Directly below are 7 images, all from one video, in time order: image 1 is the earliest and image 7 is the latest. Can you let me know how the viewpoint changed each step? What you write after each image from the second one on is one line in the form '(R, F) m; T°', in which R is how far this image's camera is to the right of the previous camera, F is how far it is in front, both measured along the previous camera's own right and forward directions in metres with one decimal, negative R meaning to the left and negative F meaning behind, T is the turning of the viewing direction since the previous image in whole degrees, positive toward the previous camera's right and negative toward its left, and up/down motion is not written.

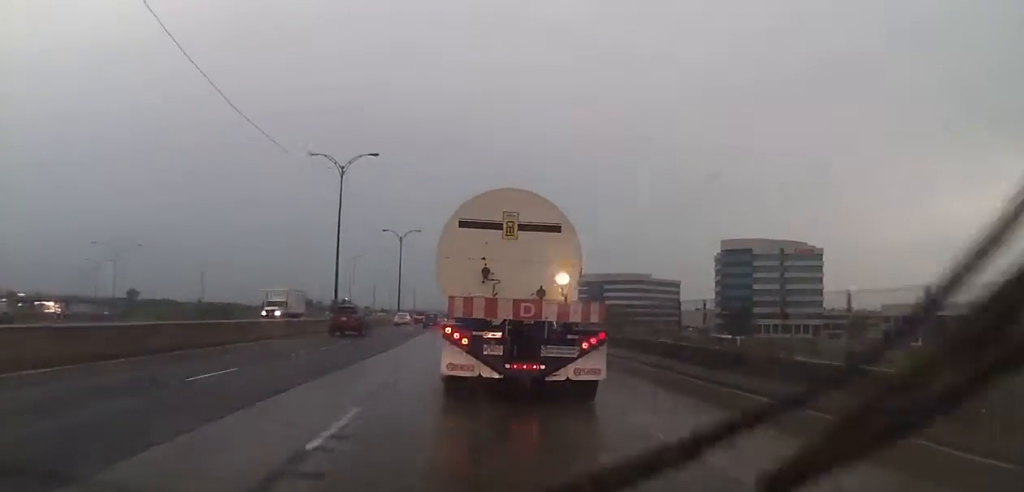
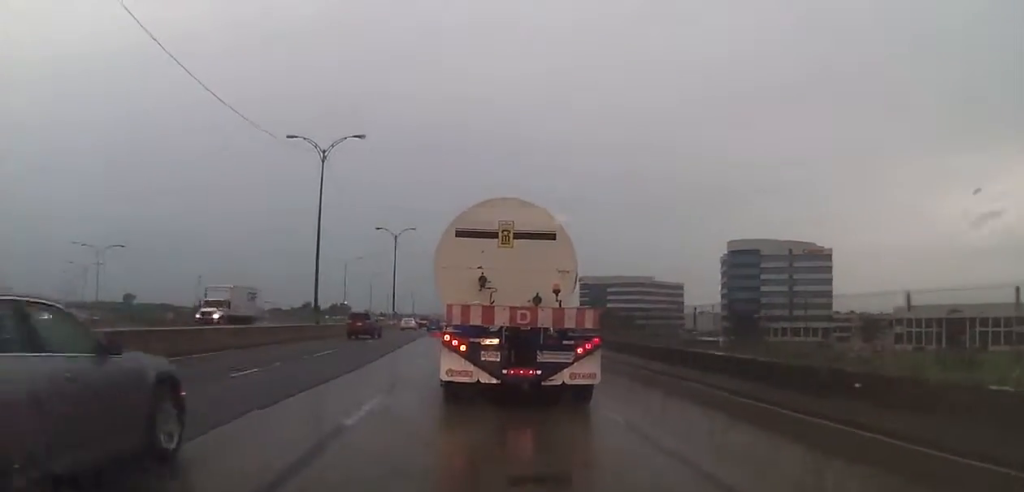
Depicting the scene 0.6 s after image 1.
(0.0, +6.8) m; -1°
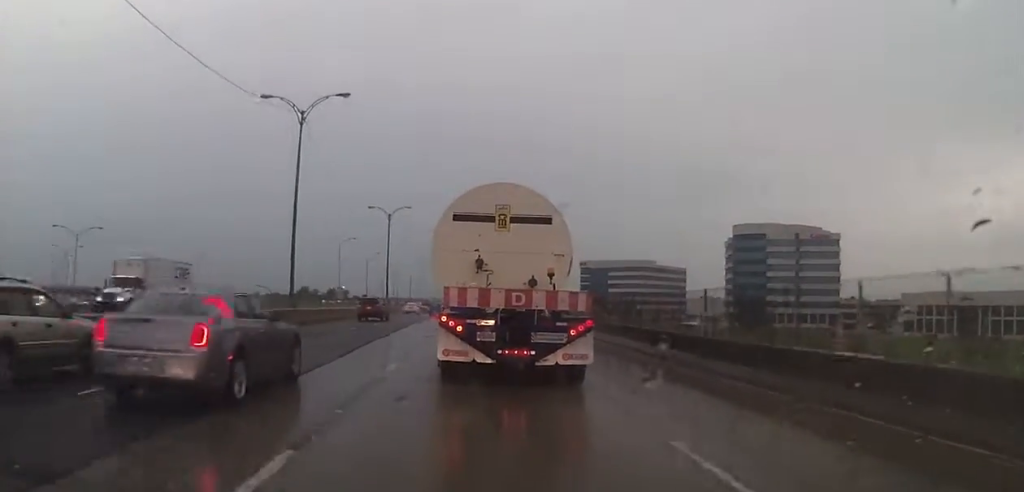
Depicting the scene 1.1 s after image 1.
(-0.1, +5.9) m; 0°
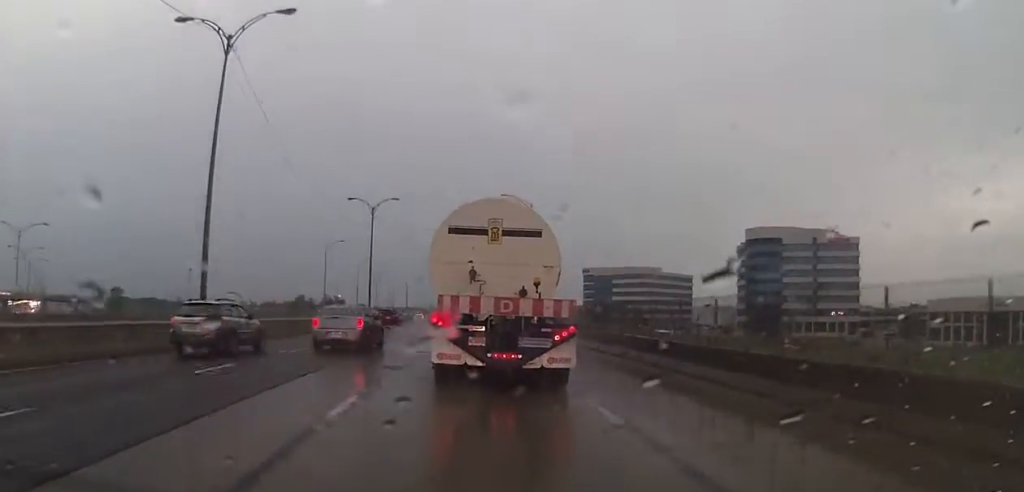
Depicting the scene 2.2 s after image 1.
(0.0, +13.4) m; 0°
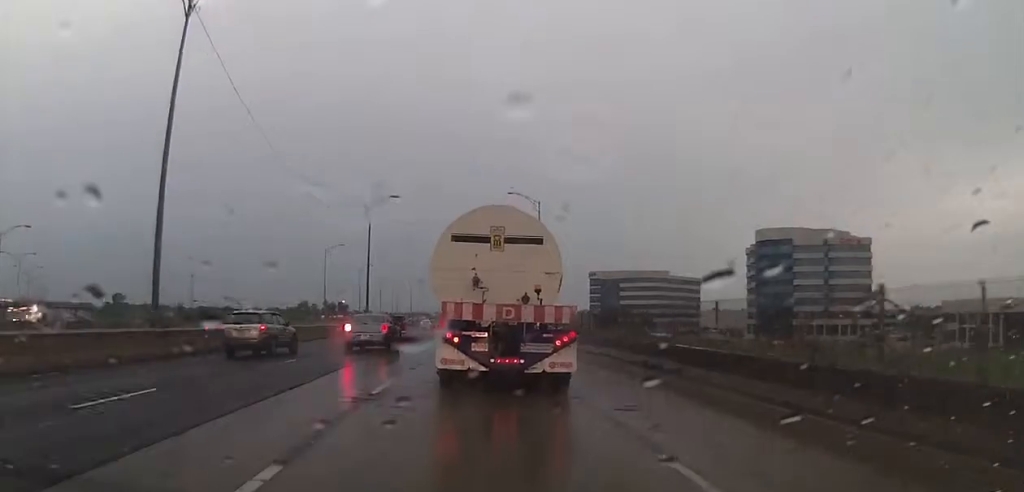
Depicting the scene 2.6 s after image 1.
(+0.1, +4.8) m; 0°
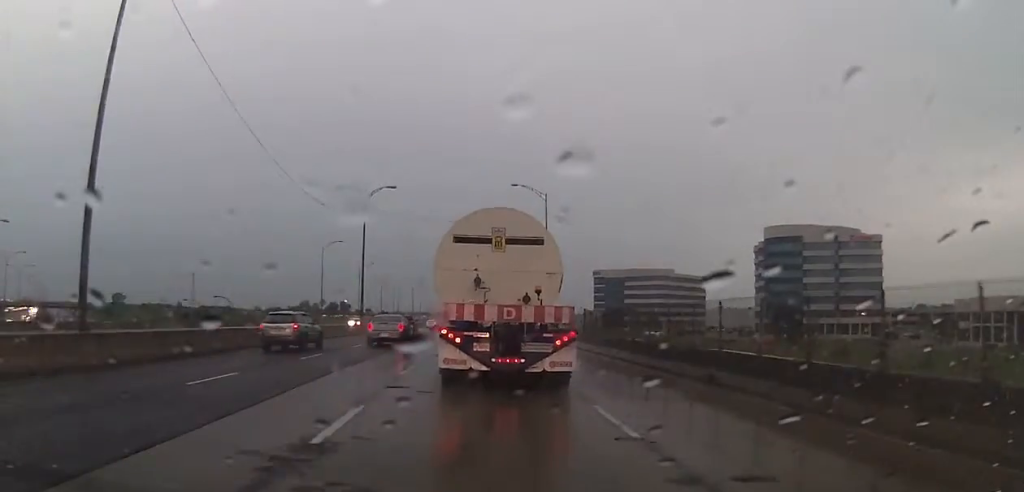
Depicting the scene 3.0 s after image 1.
(-0.1, +4.9) m; 0°
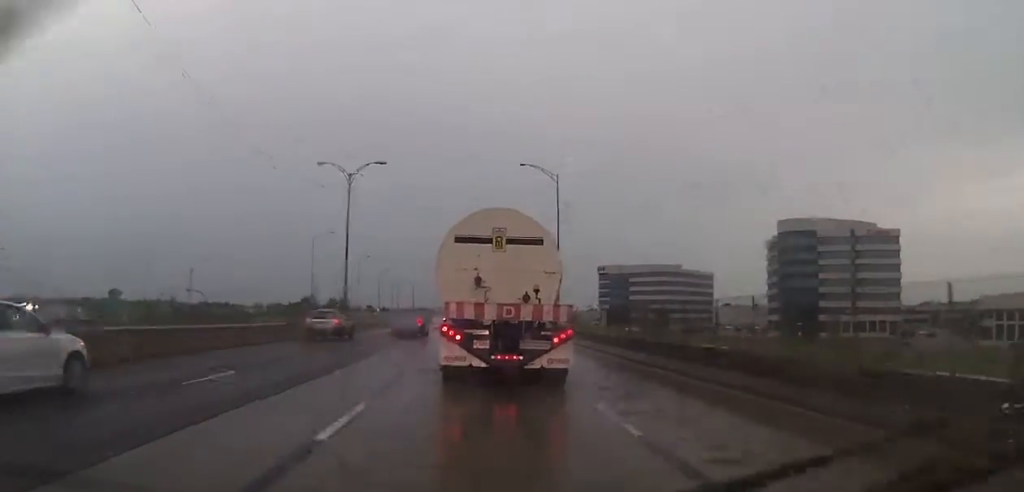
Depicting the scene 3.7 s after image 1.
(-0.1, +9.0) m; 0°
